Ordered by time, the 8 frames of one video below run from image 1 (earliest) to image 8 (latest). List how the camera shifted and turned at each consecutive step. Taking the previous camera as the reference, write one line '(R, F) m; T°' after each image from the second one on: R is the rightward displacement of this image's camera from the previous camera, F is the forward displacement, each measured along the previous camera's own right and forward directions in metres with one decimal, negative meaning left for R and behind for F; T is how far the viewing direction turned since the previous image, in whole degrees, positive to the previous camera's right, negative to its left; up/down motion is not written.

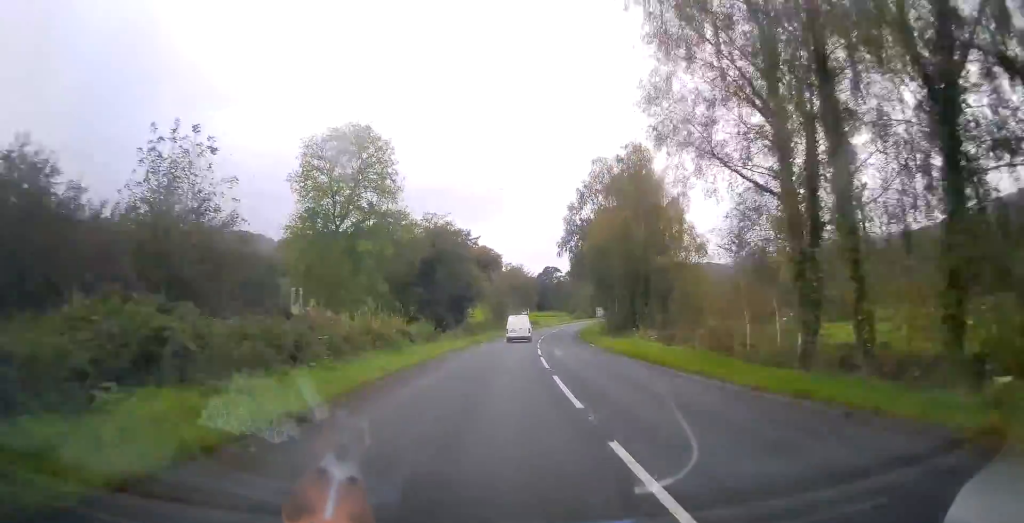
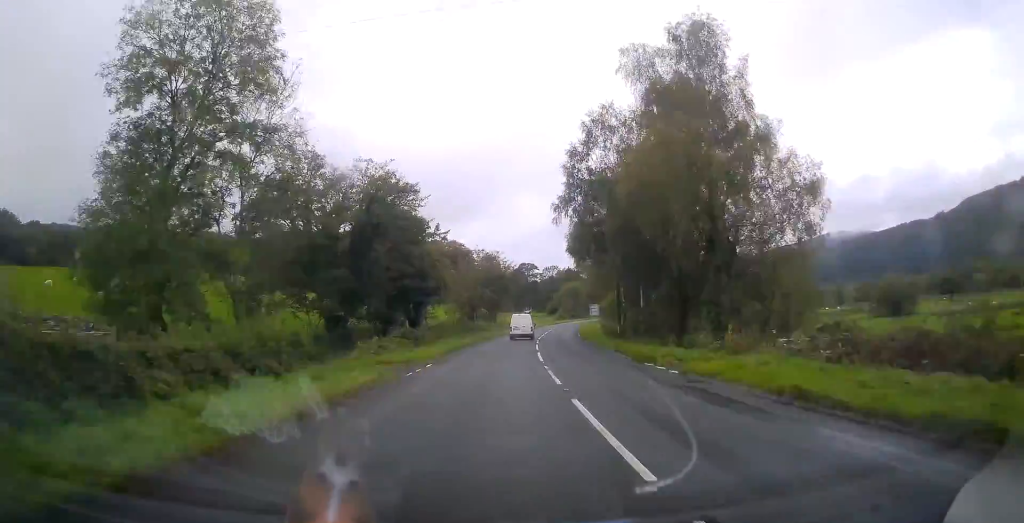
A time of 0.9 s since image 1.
(+0.5, +22.5) m; +3°
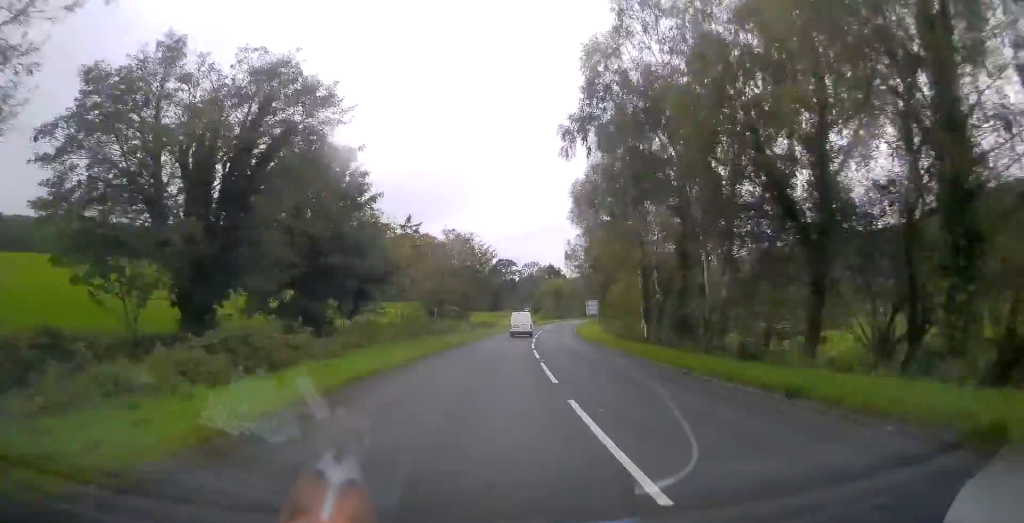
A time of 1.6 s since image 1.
(+0.5, +18.6) m; +2°
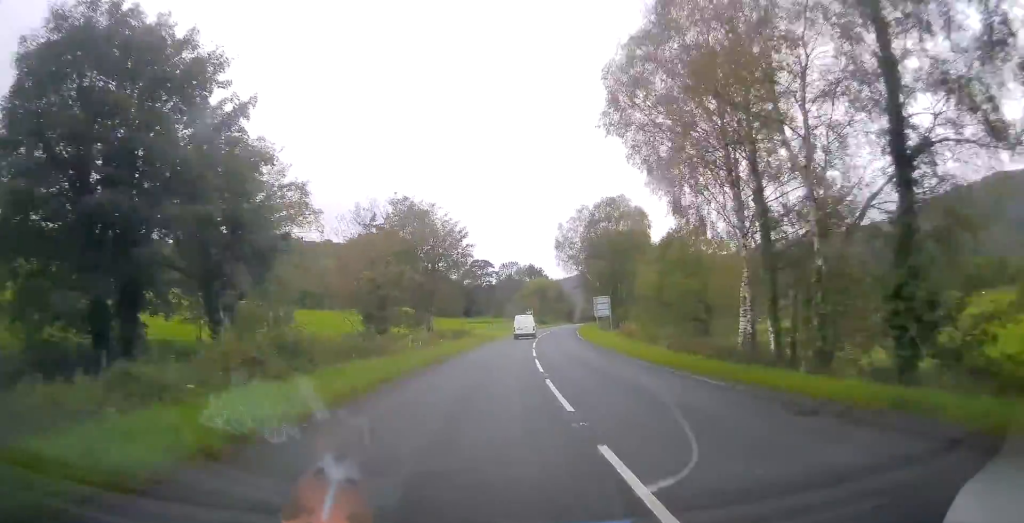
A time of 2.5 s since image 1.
(-0.1, +21.4) m; +2°
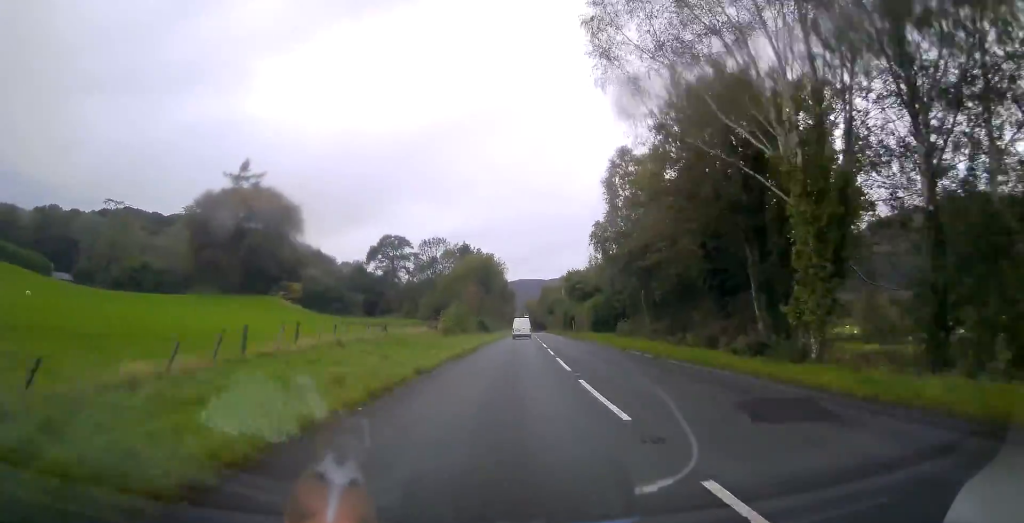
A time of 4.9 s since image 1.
(+3.6, +64.5) m; +7°
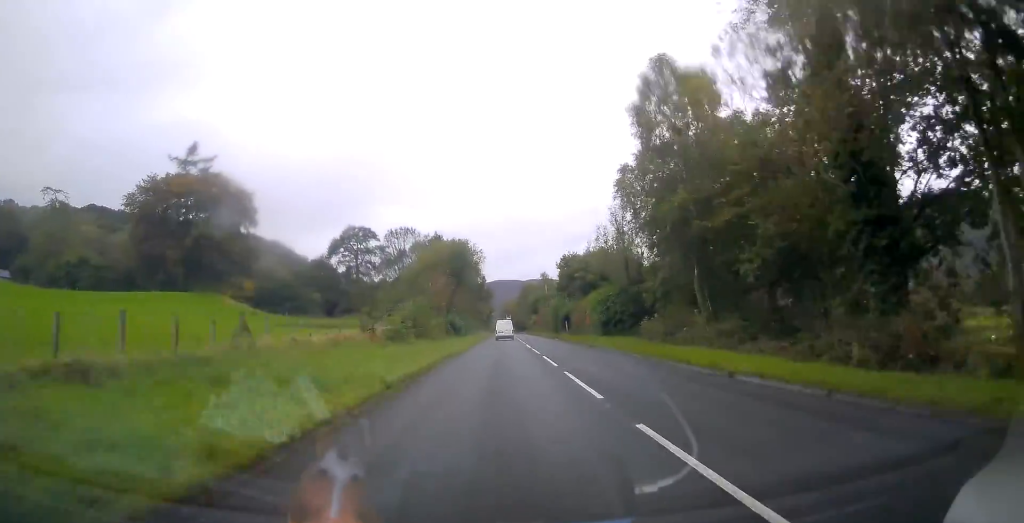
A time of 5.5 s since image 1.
(+0.3, +15.8) m; +2°
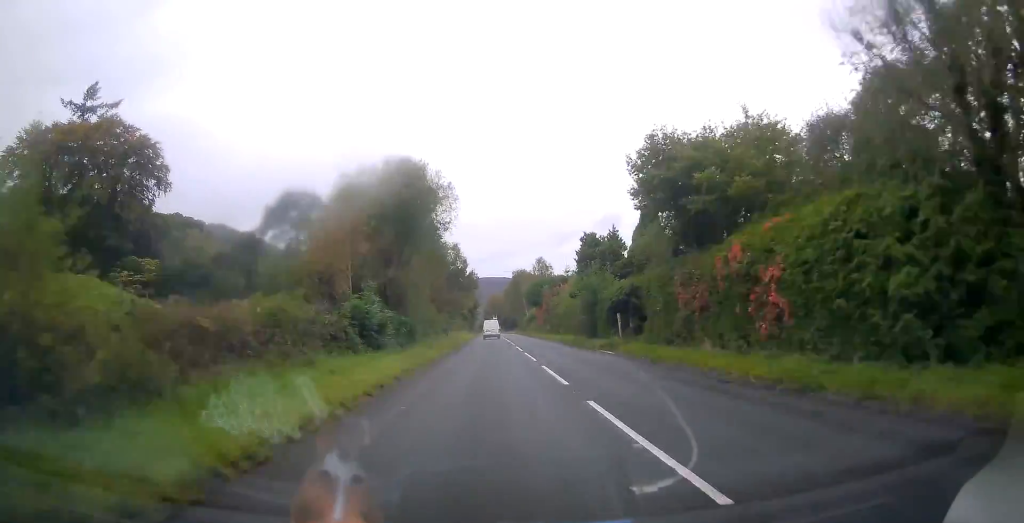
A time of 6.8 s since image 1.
(+0.7, +33.4) m; +2°
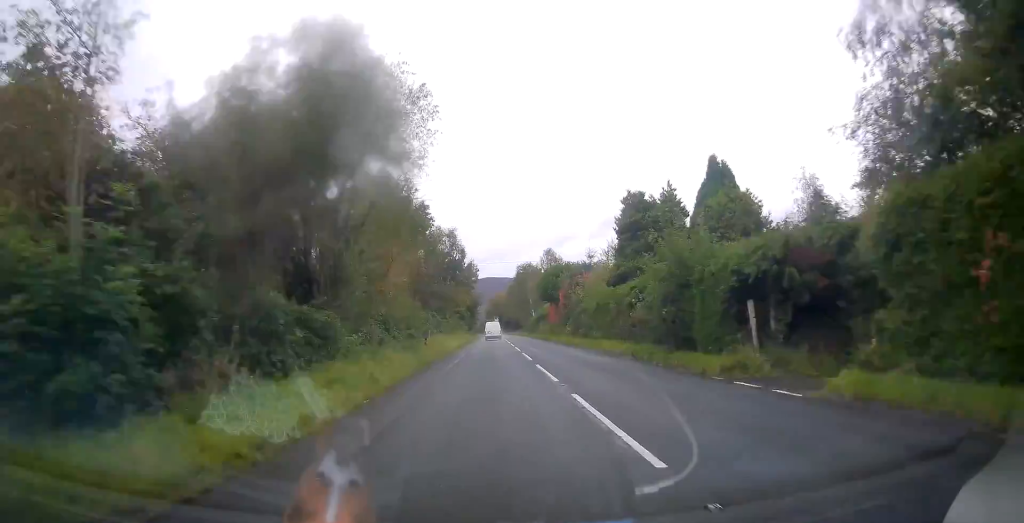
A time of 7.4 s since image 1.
(+0.4, +16.8) m; +1°
